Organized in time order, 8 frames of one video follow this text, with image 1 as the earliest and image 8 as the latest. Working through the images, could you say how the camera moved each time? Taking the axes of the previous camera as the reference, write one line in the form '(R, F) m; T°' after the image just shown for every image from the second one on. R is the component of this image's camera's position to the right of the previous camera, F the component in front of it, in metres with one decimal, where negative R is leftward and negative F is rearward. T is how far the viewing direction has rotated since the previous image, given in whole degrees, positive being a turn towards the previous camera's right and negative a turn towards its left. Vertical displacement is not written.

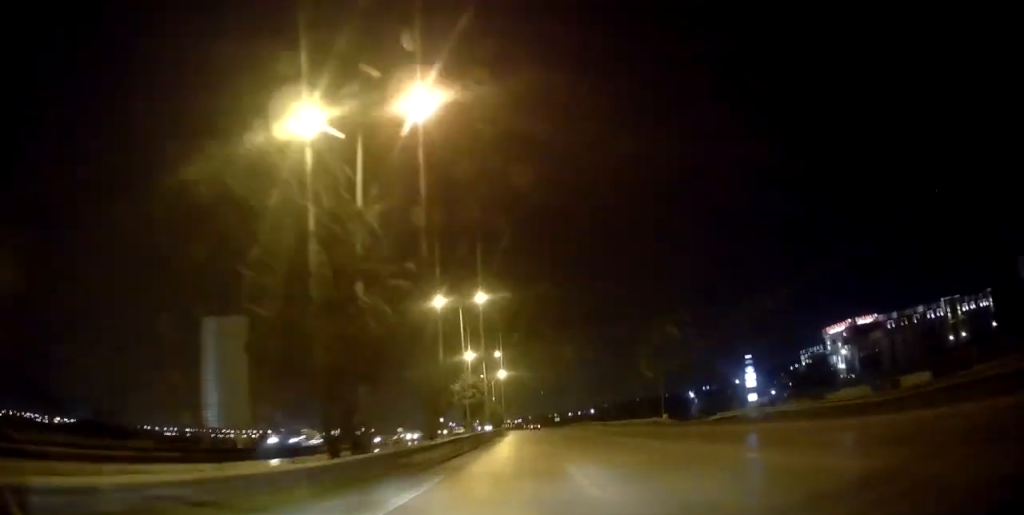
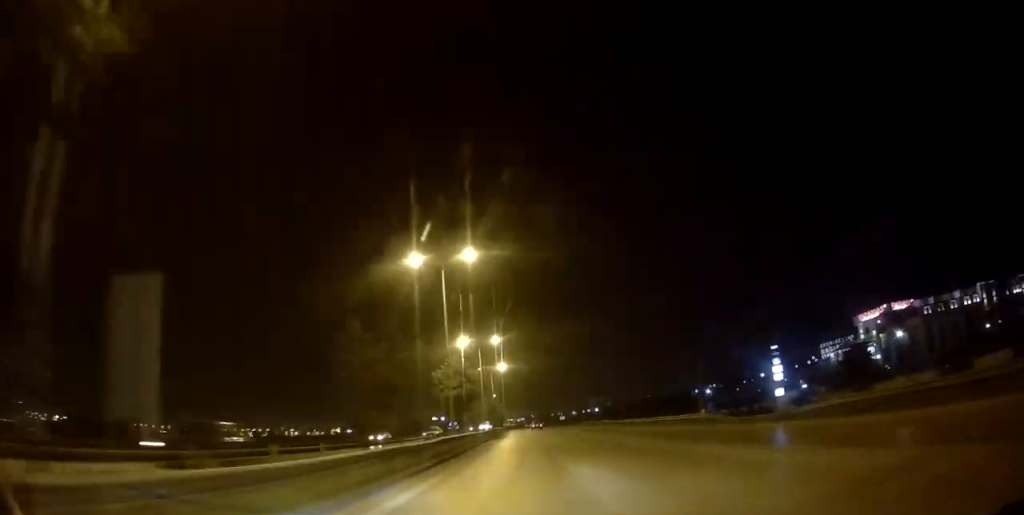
(-0.1, +13.6) m; 0°
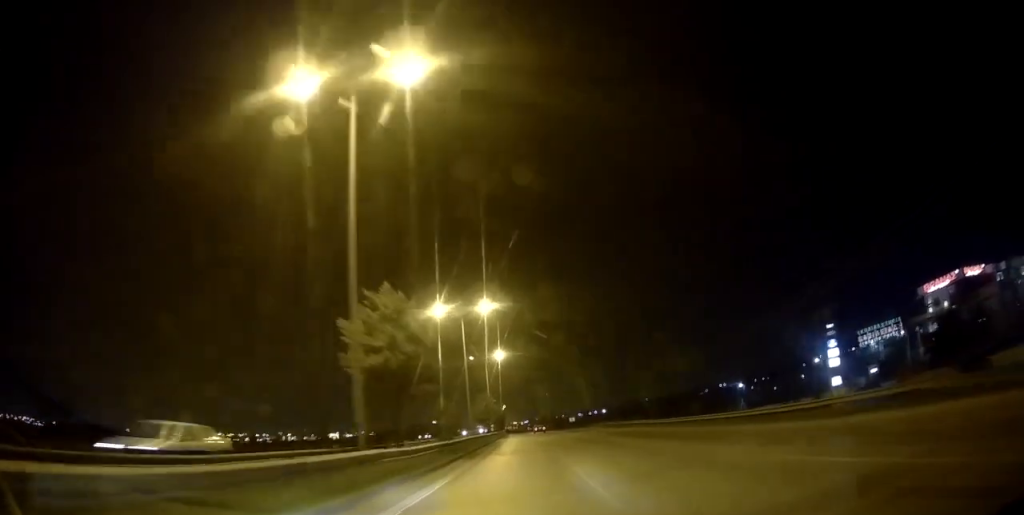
(+0.4, +23.3) m; 0°
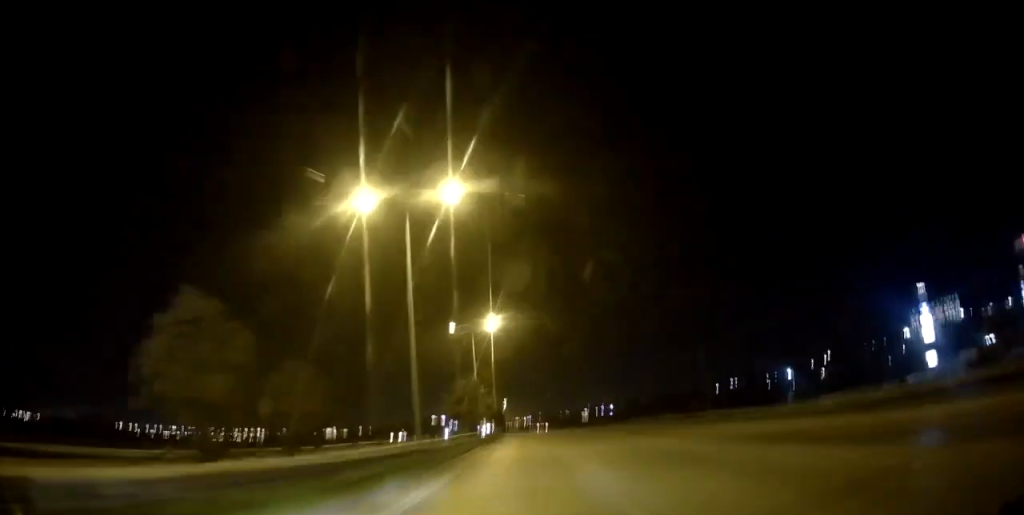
(-0.3, +26.2) m; -1°
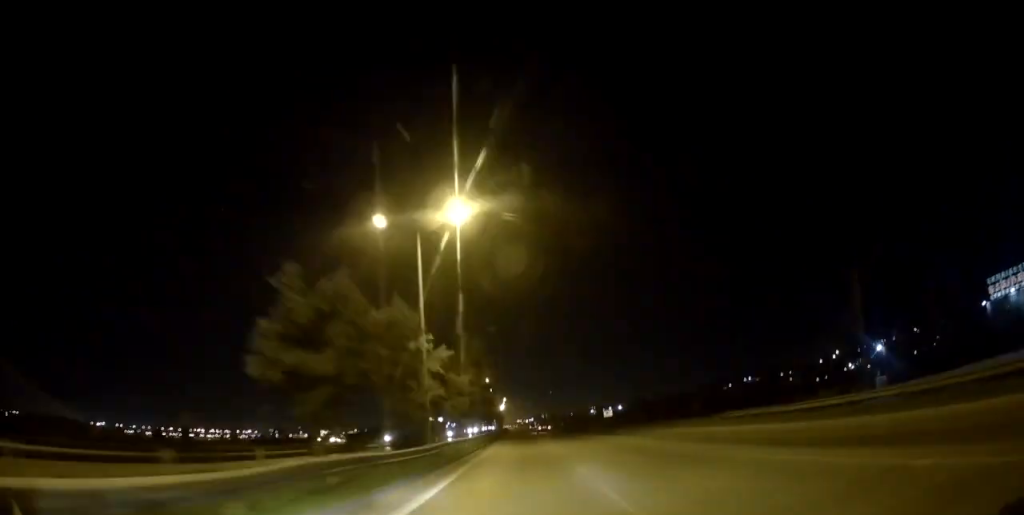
(-0.3, +32.0) m; -1°
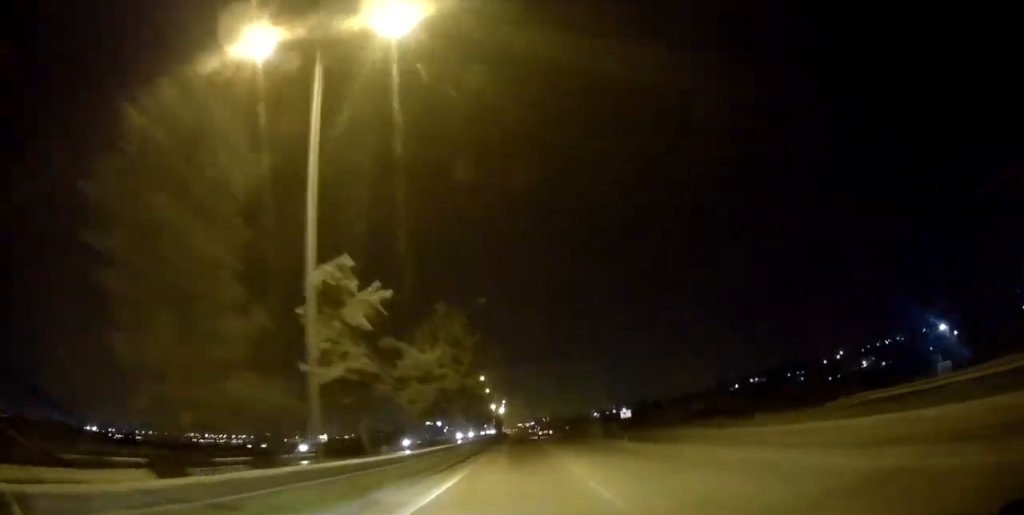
(0.0, +15.5) m; 0°
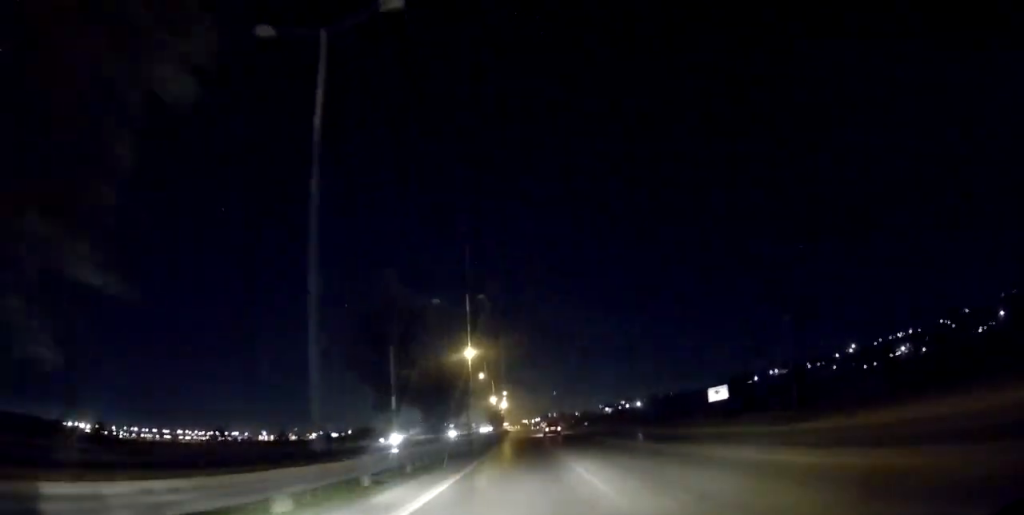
(0.0, +34.6) m; 0°
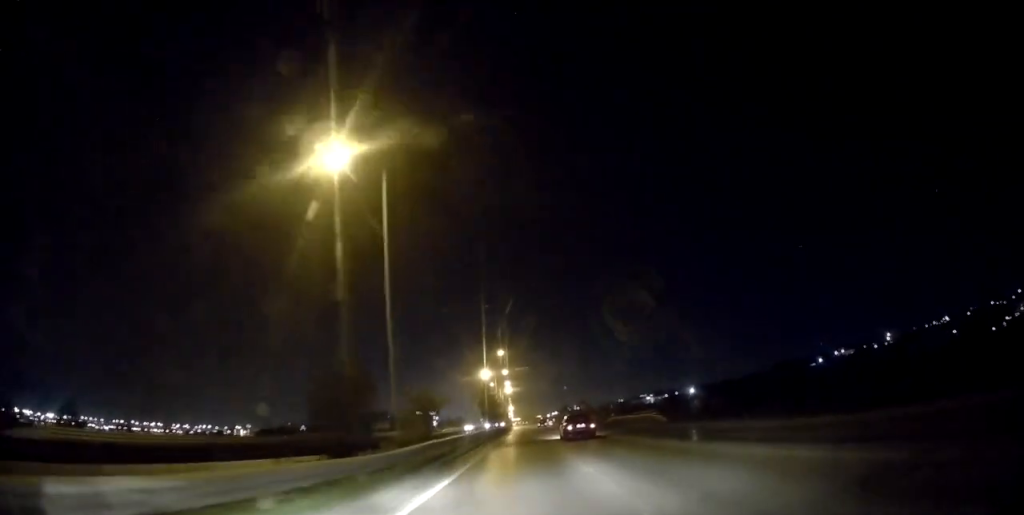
(-1.0, +97.2) m; -1°
